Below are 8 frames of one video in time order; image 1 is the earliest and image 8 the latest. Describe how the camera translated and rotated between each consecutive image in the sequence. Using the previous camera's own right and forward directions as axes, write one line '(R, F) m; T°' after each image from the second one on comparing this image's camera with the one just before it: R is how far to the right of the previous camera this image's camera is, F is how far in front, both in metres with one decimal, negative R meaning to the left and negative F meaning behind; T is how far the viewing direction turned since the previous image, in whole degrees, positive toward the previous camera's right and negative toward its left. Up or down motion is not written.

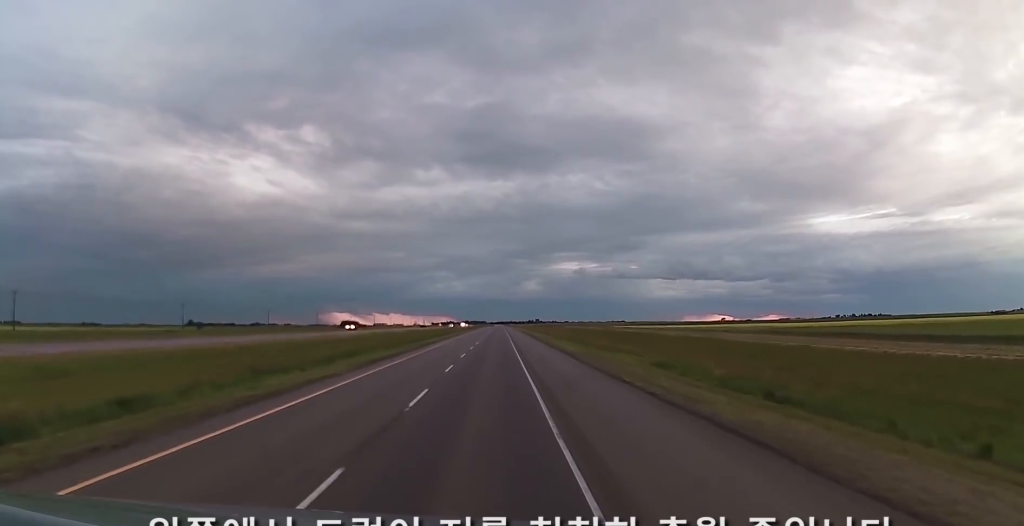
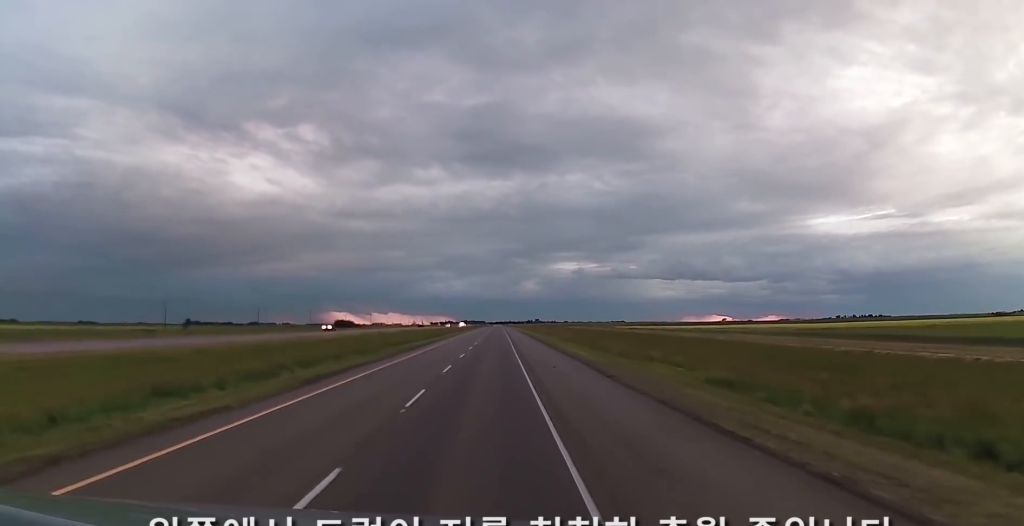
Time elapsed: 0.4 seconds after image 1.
(0.0, +12.0) m; 0°
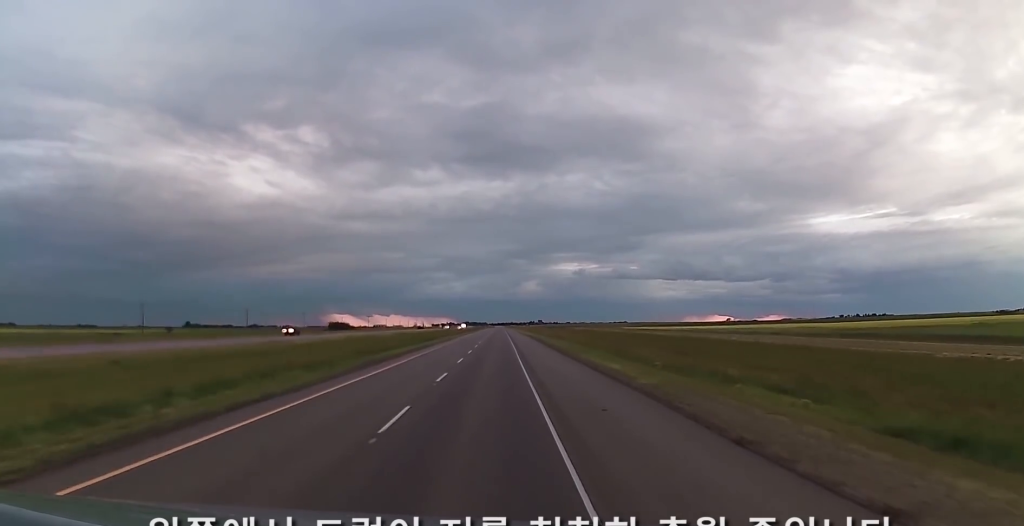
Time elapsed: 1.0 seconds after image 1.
(+0.4, +16.8) m; 0°
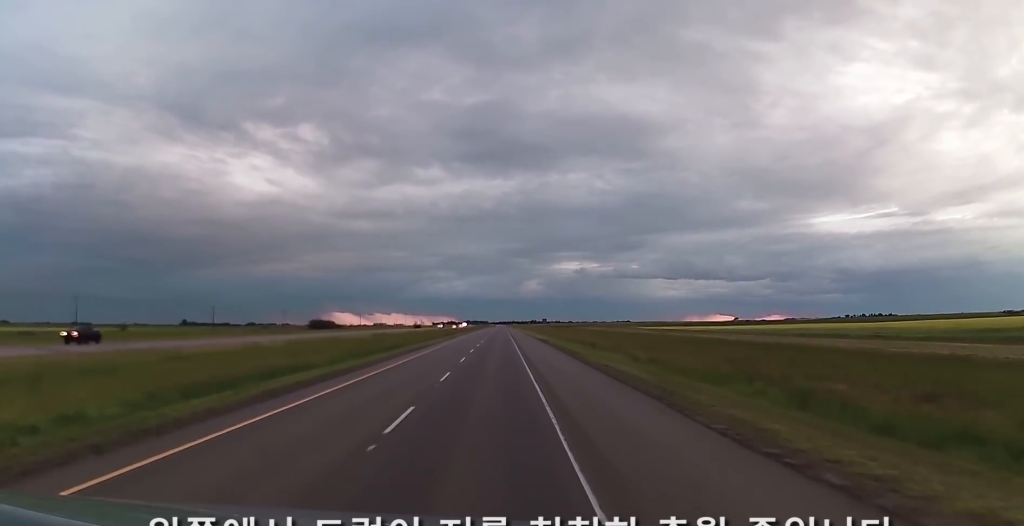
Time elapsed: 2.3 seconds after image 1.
(-0.3, +37.4) m; -1°
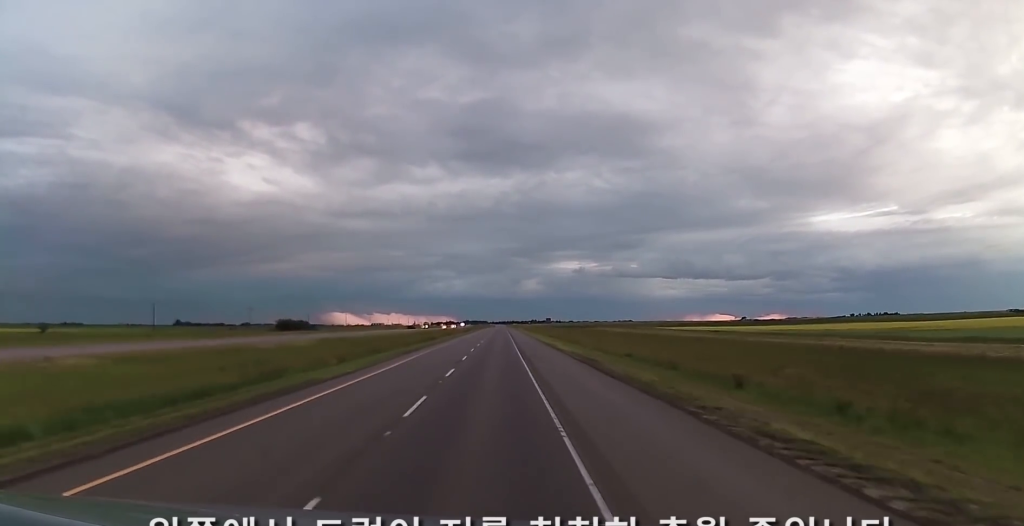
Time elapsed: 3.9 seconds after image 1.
(0.0, +47.0) m; +1°
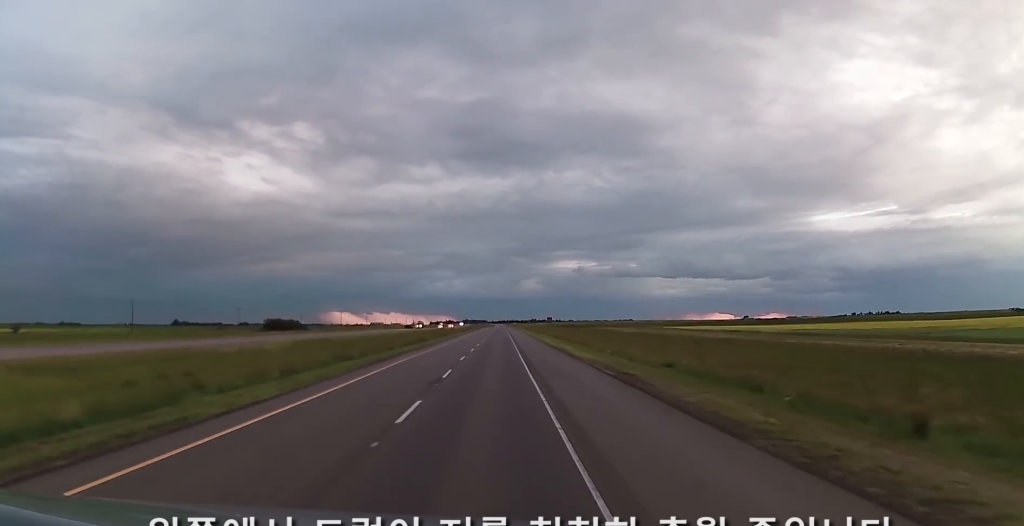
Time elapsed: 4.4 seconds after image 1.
(0.0, +13.2) m; 0°
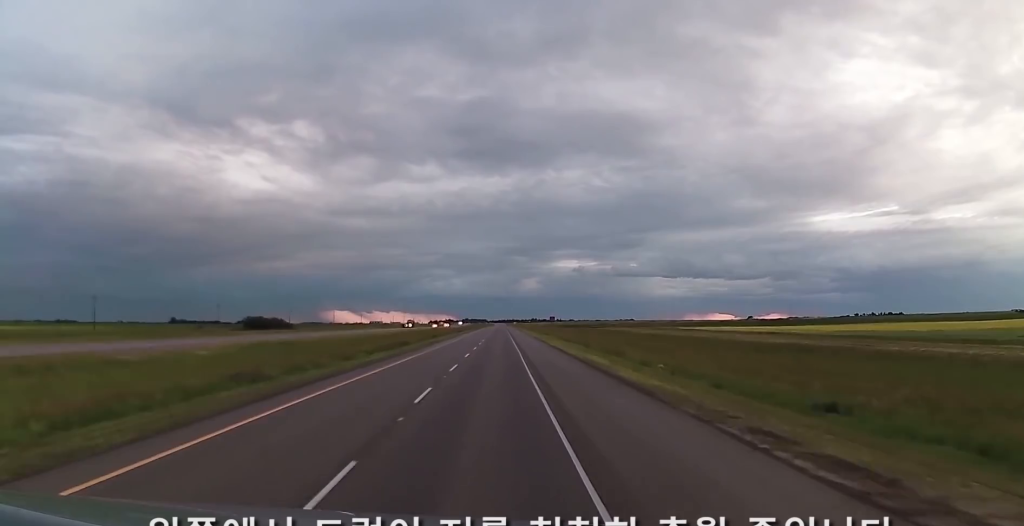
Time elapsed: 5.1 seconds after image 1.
(+0.2, +21.6) m; 0°
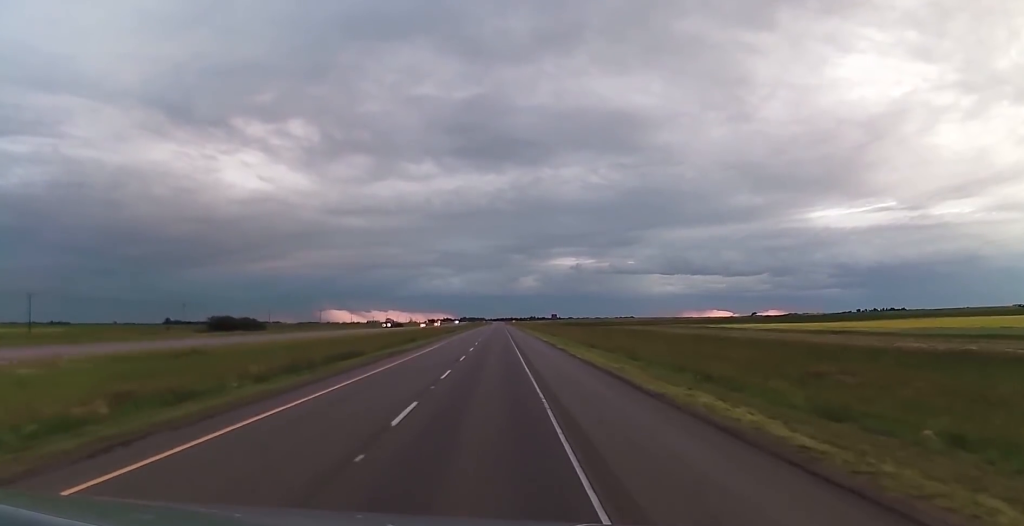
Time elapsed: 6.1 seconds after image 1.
(-0.2, +28.9) m; -1°
